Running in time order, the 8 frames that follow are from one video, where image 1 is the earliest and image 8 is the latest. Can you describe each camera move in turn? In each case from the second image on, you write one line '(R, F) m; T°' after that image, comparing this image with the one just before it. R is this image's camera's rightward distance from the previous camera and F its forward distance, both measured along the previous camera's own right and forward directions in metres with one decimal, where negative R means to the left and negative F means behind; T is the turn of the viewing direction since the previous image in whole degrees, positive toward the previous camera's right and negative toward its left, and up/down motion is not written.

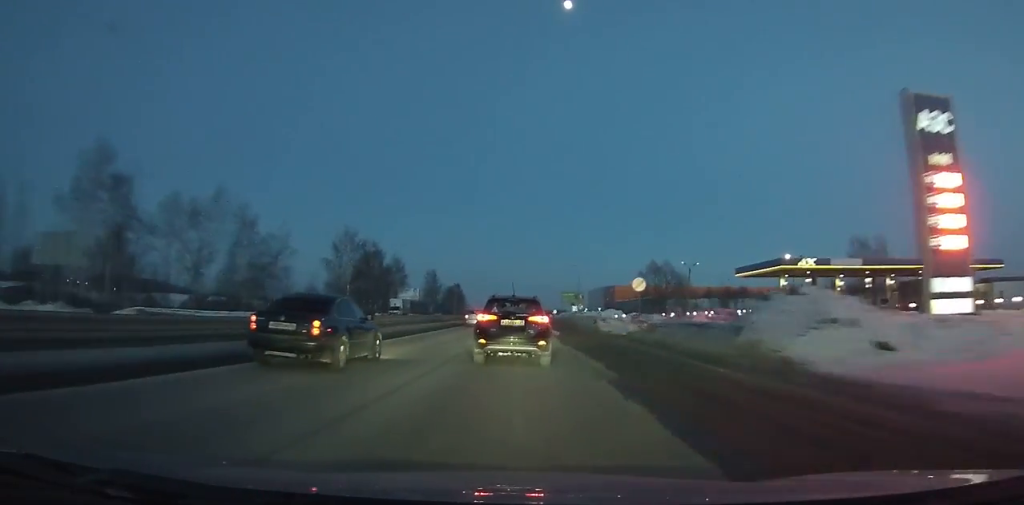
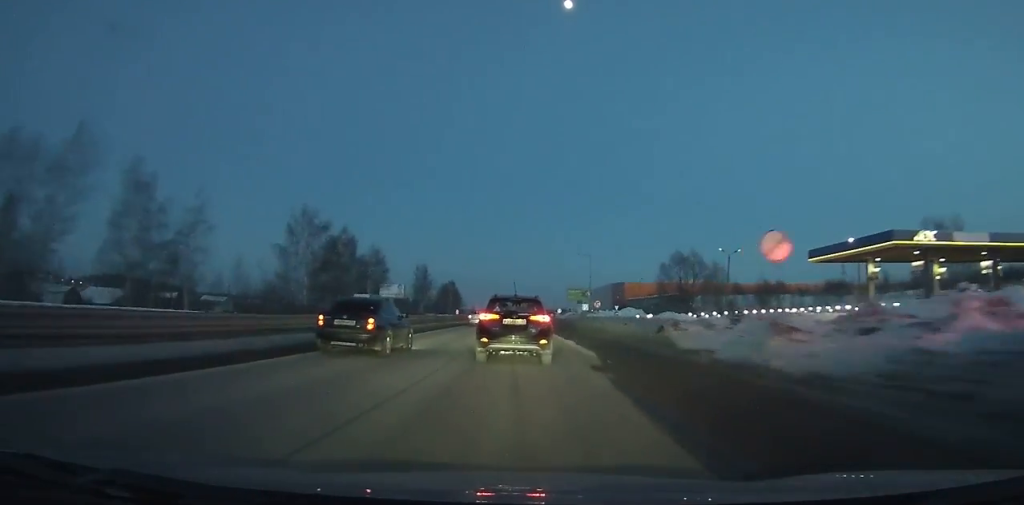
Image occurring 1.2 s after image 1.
(-0.1, +19.7) m; 0°
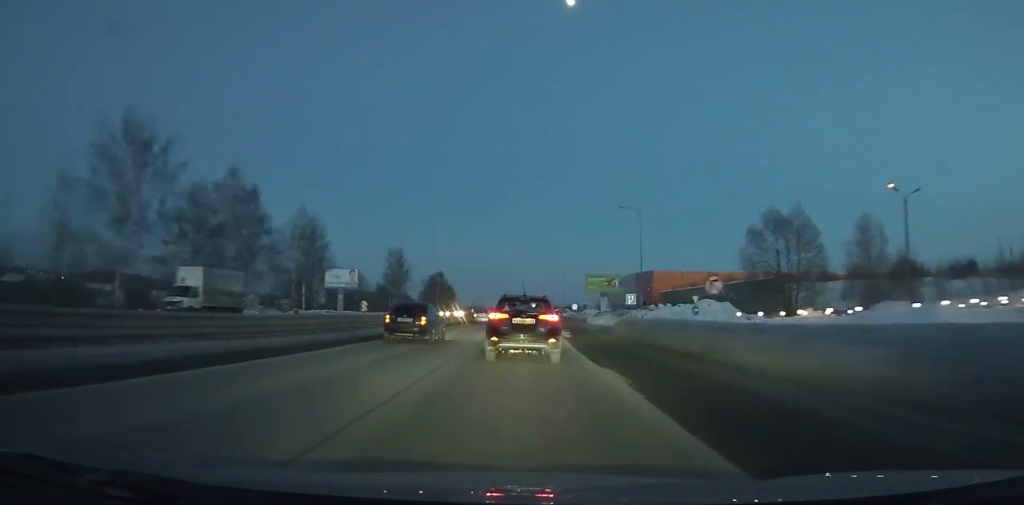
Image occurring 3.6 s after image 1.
(-0.1, +40.2) m; 0°
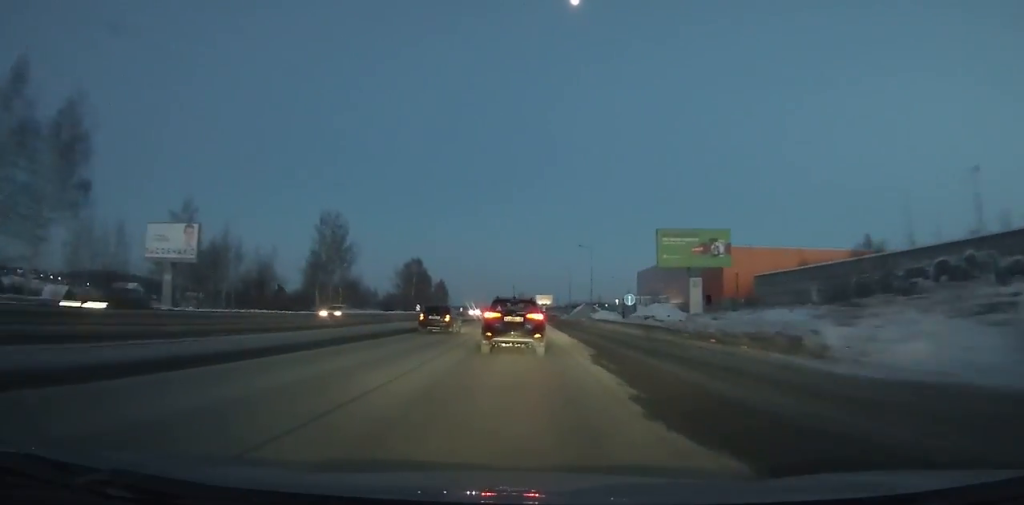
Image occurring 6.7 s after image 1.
(-0.2, +55.6) m; -1°
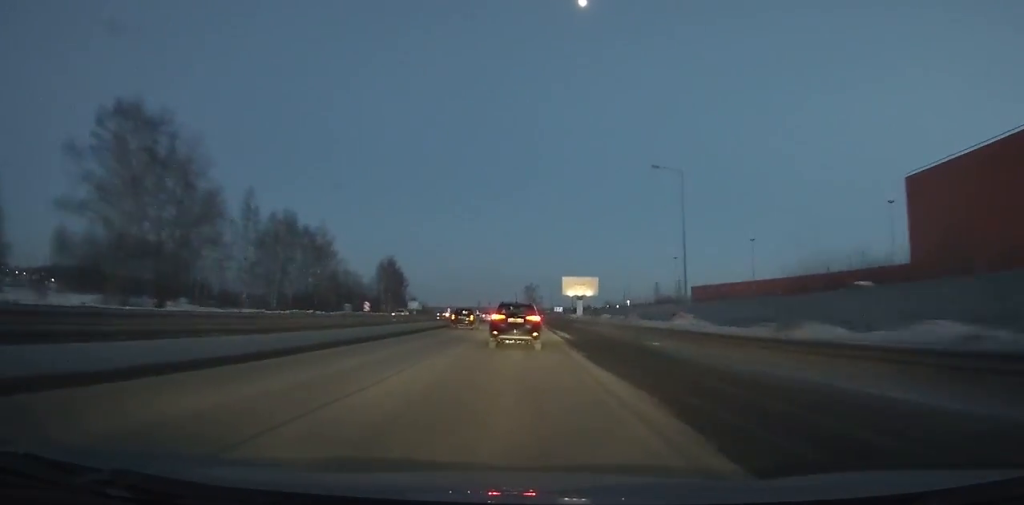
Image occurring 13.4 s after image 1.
(-0.5, +128.5) m; -1°
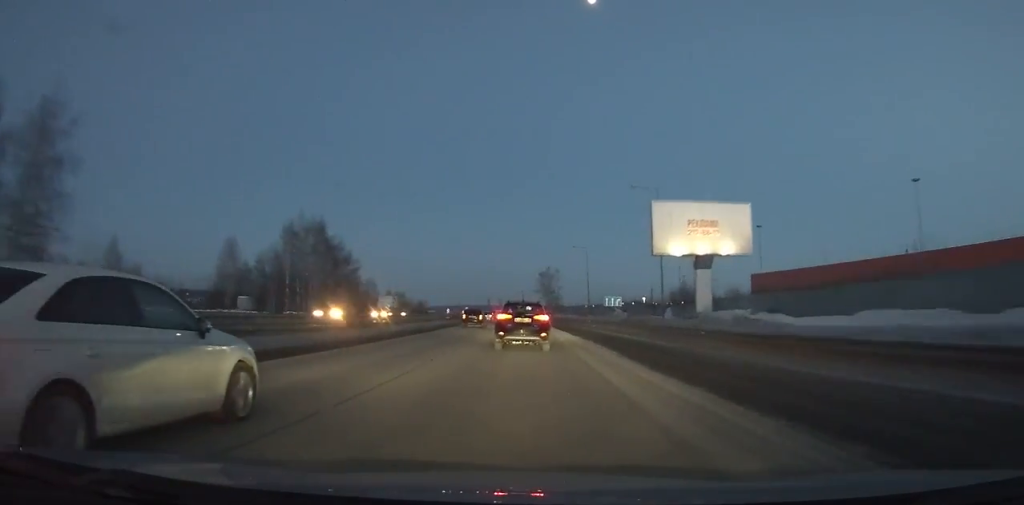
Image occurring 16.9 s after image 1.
(-0.8, +68.2) m; -2°
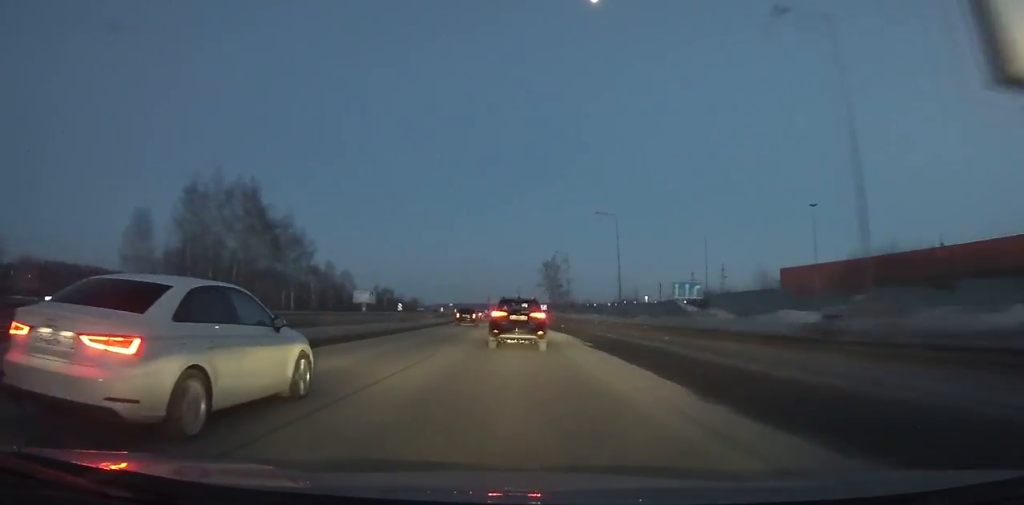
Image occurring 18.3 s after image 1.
(-0.2, +27.2) m; -1°
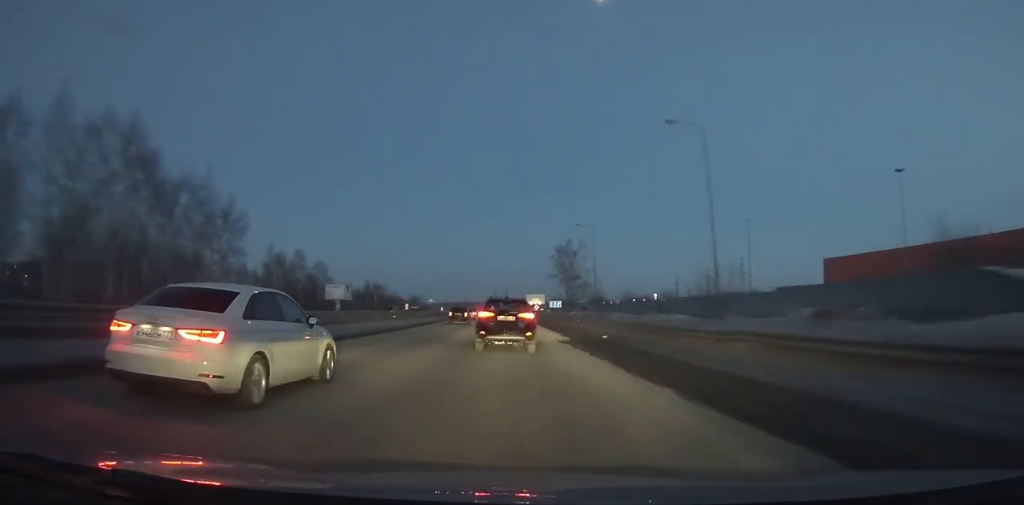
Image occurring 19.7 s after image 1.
(0.0, +27.1) m; -1°
